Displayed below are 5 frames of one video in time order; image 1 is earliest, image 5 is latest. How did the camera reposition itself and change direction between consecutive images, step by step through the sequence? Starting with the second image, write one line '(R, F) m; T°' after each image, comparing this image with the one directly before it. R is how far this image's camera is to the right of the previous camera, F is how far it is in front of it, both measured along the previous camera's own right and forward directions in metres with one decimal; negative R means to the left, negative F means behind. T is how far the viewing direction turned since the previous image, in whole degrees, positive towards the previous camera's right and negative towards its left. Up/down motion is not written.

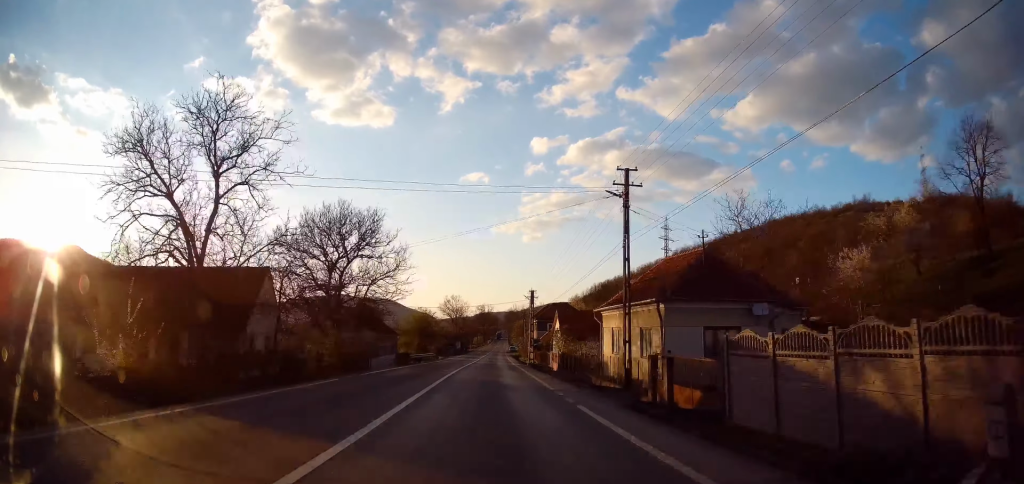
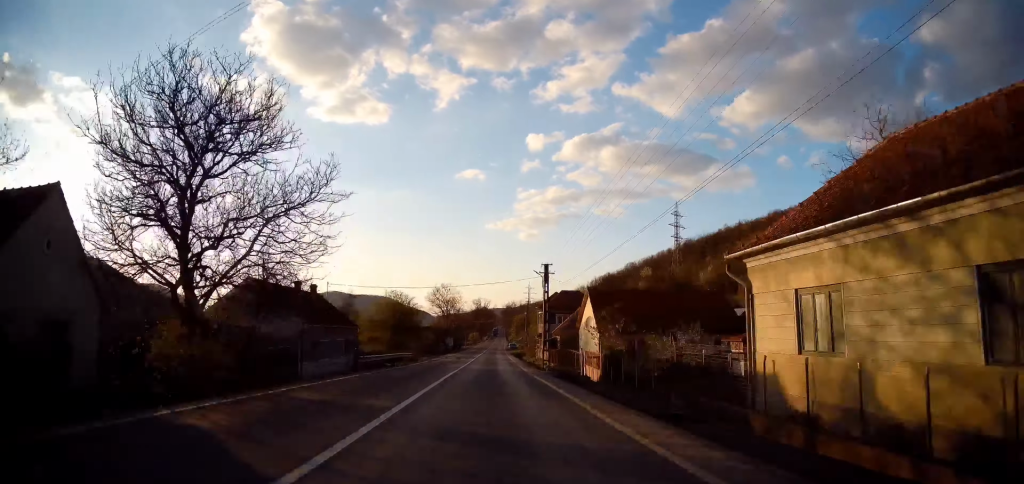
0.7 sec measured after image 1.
(+0.1, +16.8) m; +1°
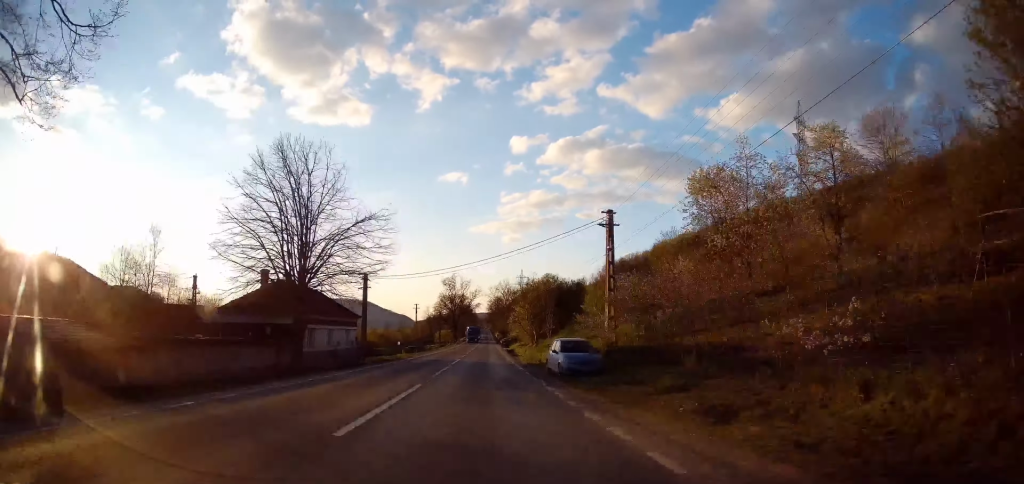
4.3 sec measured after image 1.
(+1.3, +94.0) m; +1°
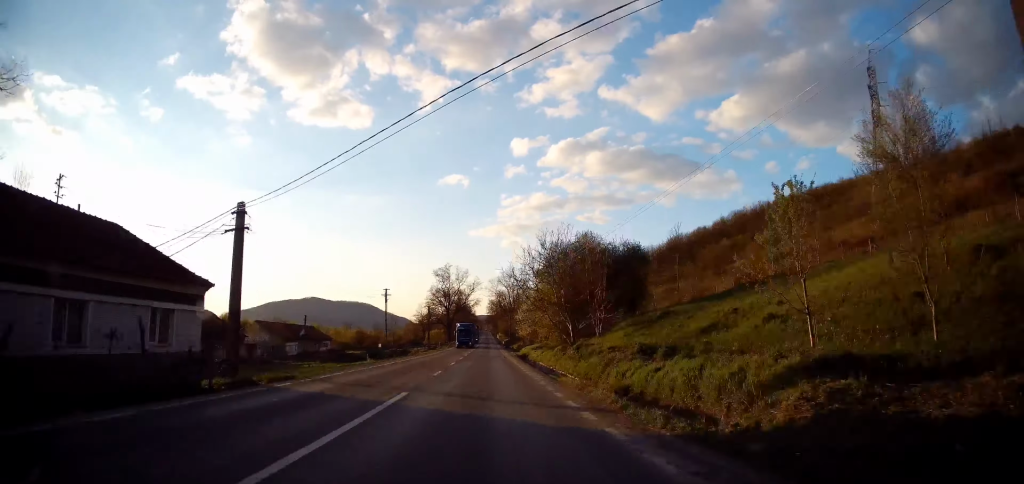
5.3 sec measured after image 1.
(0.0, +26.0) m; 0°
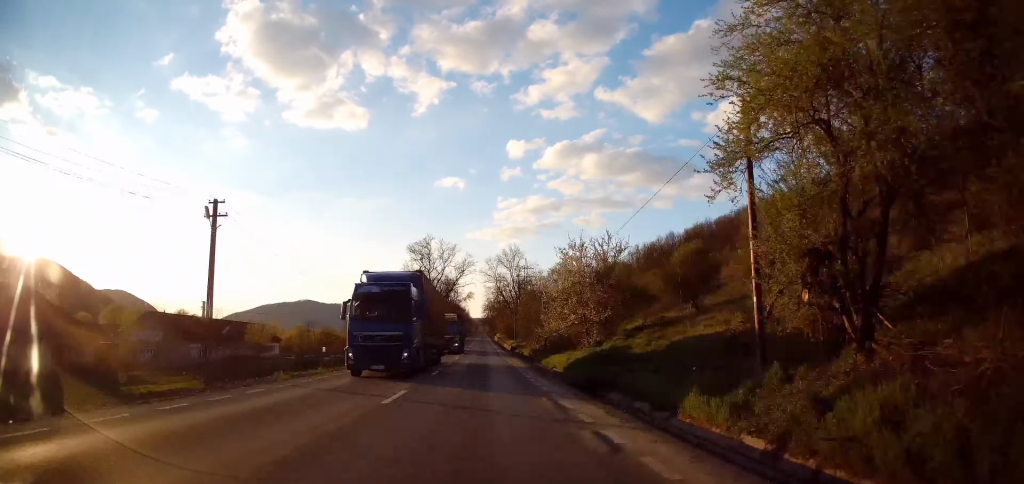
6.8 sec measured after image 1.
(+0.2, +38.3) m; +1°
